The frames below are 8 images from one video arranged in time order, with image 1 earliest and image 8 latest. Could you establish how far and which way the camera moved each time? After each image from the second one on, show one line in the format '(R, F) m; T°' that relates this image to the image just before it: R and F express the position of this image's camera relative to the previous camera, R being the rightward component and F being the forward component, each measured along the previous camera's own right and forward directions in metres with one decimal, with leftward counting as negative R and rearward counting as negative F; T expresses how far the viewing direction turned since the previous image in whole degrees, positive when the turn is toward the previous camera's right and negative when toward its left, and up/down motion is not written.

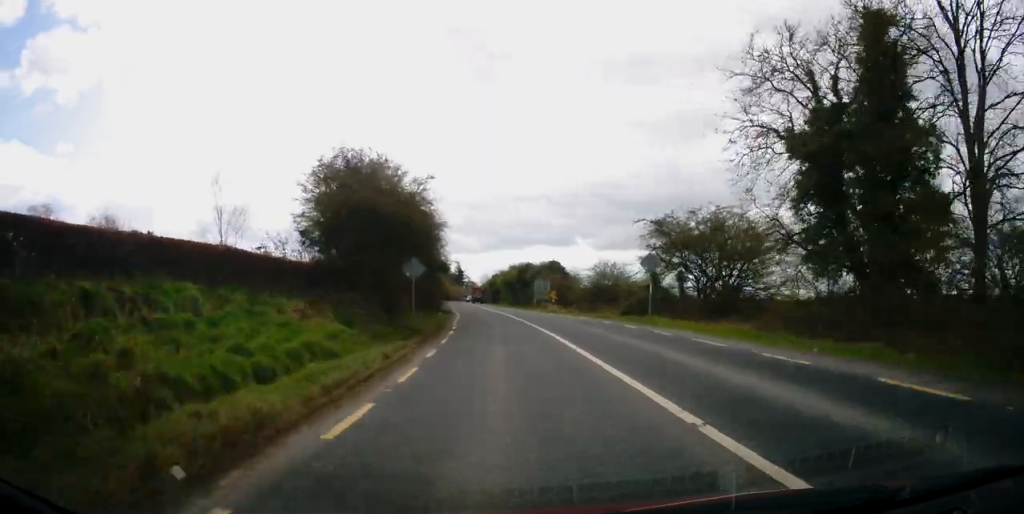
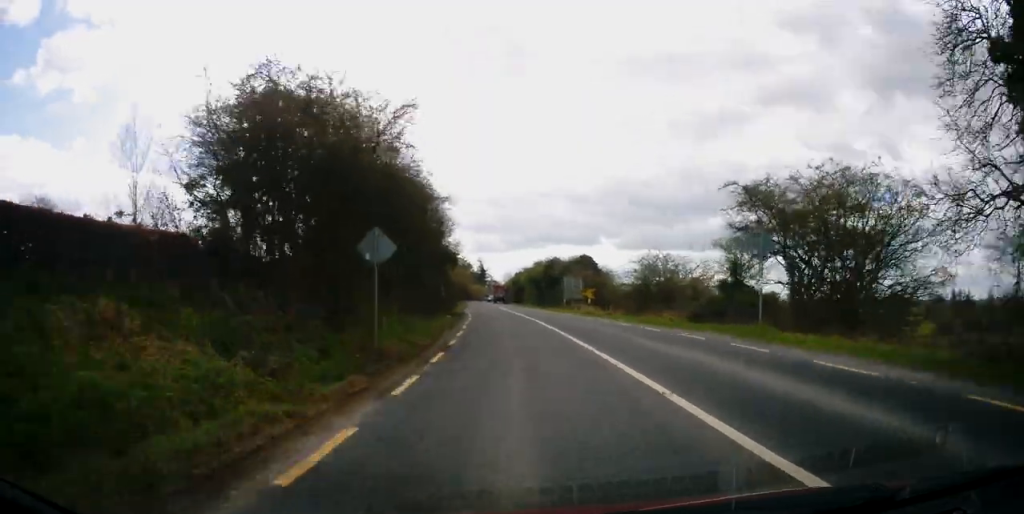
(+0.1, +9.7) m; -2°
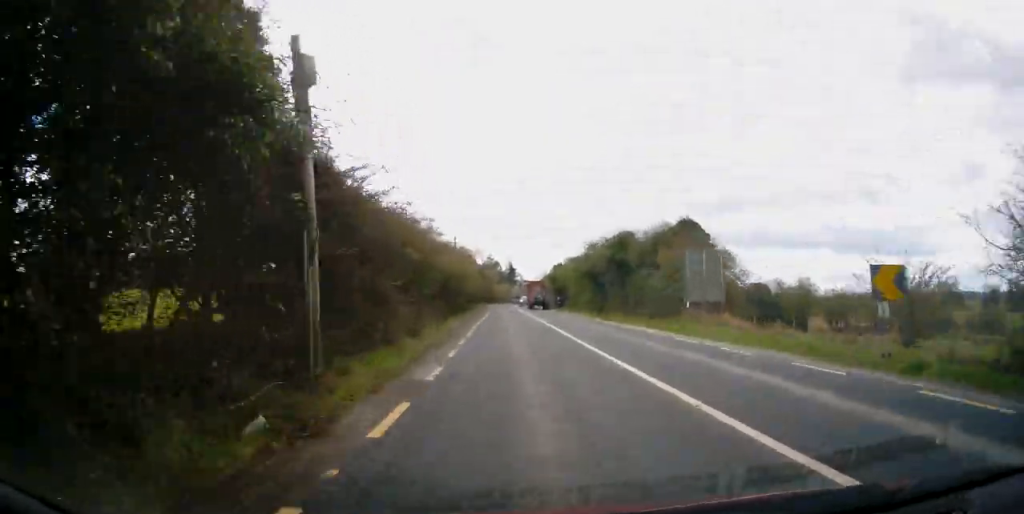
(-1.8, +30.5) m; -4°
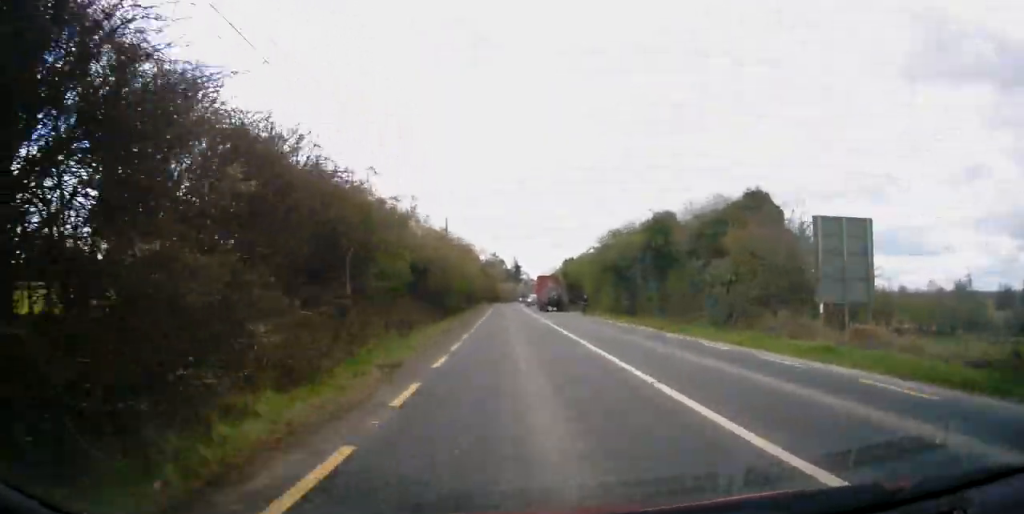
(0.0, +10.5) m; 0°
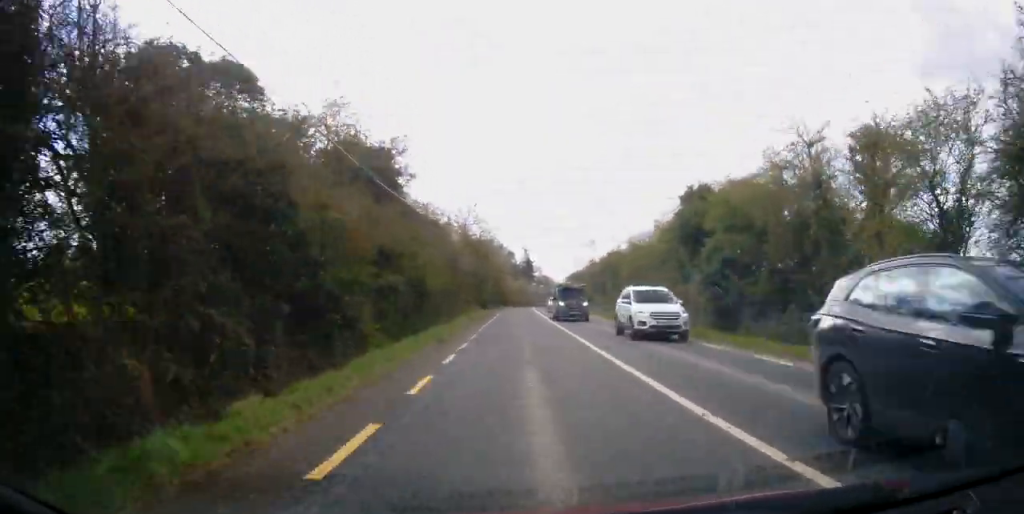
(-1.3, +51.4) m; -2°
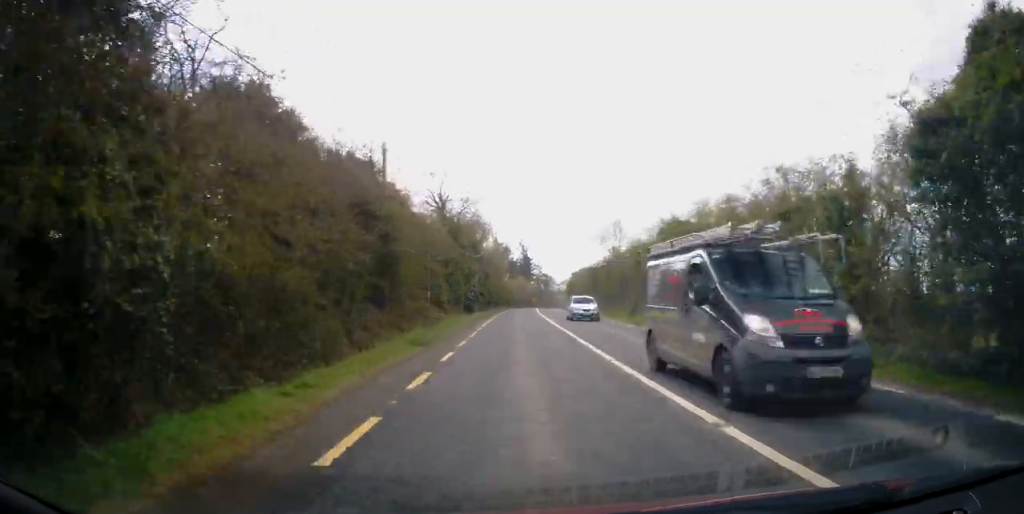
(+0.2, +20.1) m; +1°
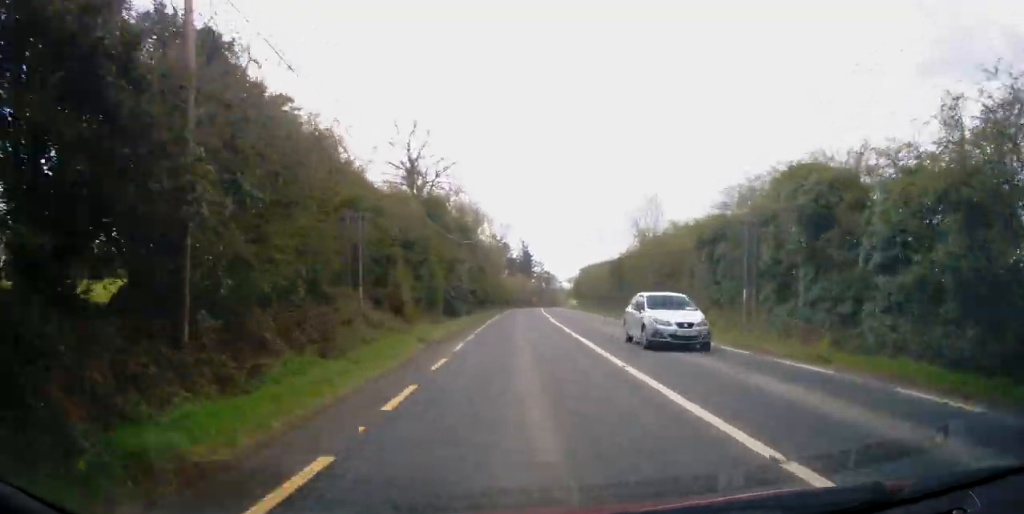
(0.0, +13.9) m; 0°
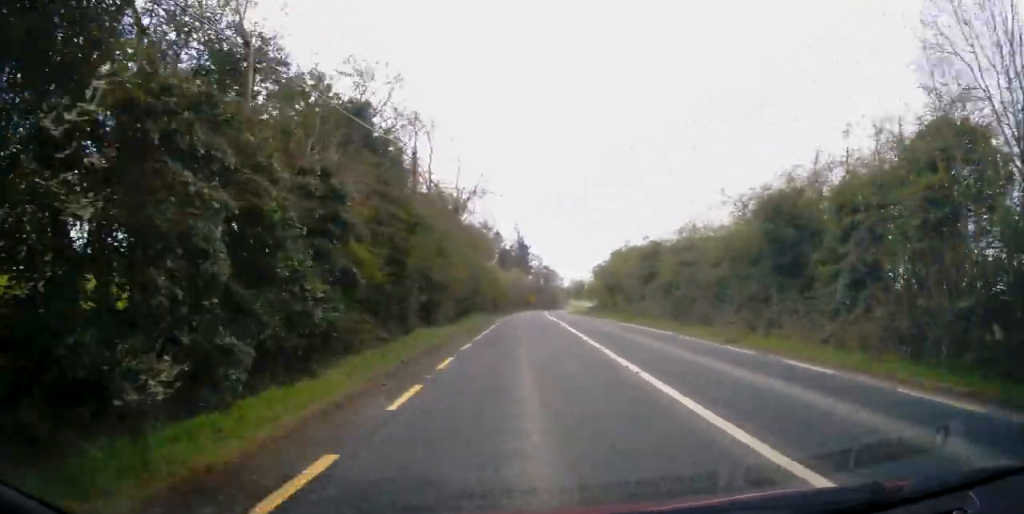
(0.0, +32.6) m; 0°
